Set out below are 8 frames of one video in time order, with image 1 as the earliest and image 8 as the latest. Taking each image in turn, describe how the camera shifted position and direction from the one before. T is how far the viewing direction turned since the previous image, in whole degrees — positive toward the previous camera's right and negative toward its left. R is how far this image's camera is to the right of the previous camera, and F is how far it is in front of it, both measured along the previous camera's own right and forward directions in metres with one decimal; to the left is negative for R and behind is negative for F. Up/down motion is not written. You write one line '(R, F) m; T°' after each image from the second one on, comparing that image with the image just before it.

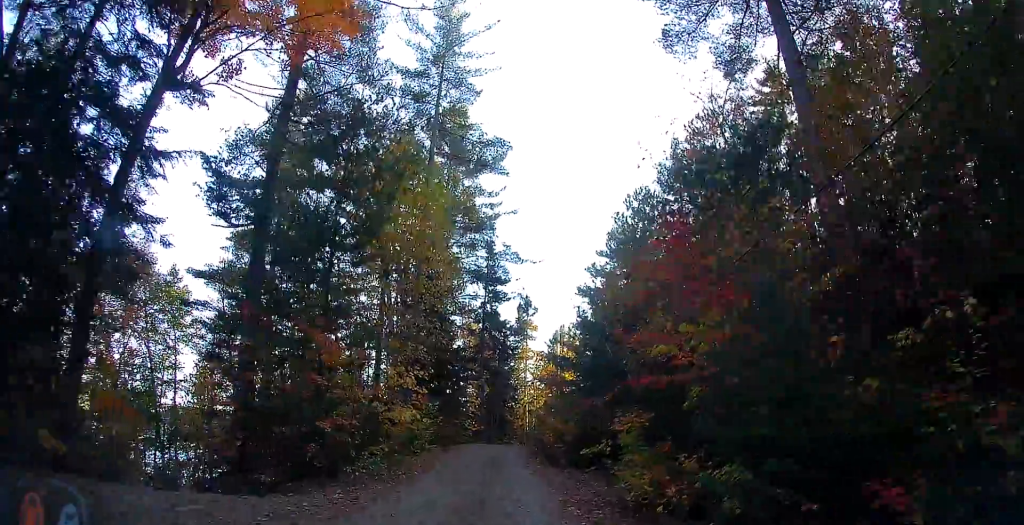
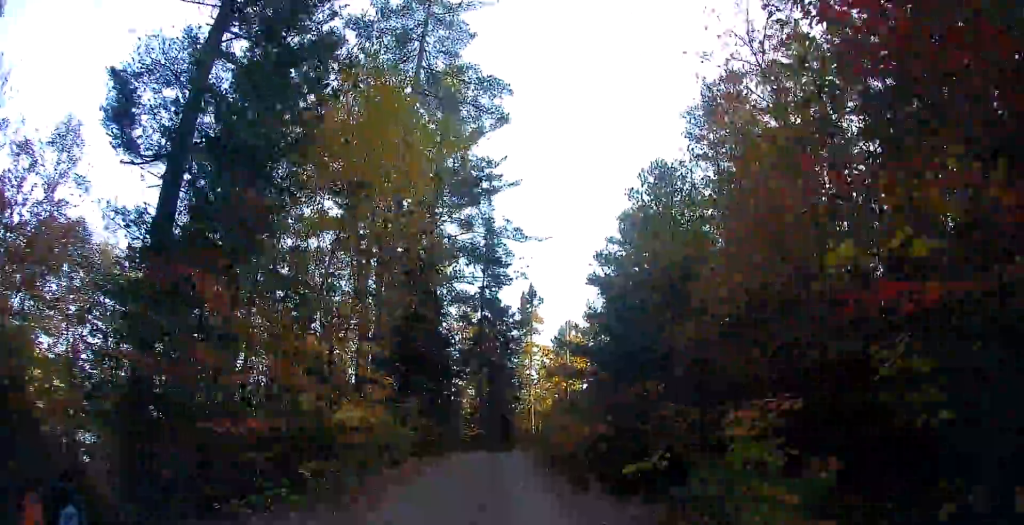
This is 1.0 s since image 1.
(-0.2, +6.8) m; -1°
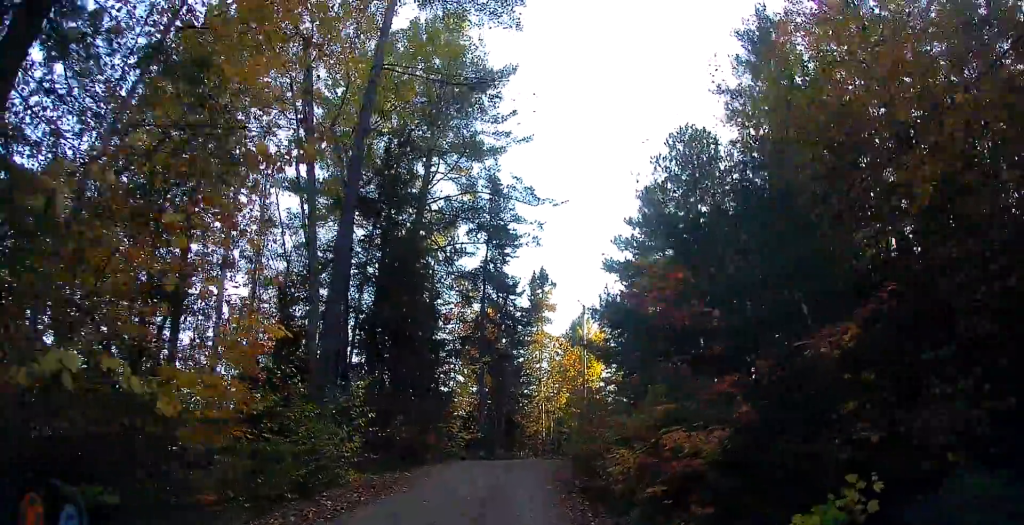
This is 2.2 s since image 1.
(0.0, +7.3) m; 0°
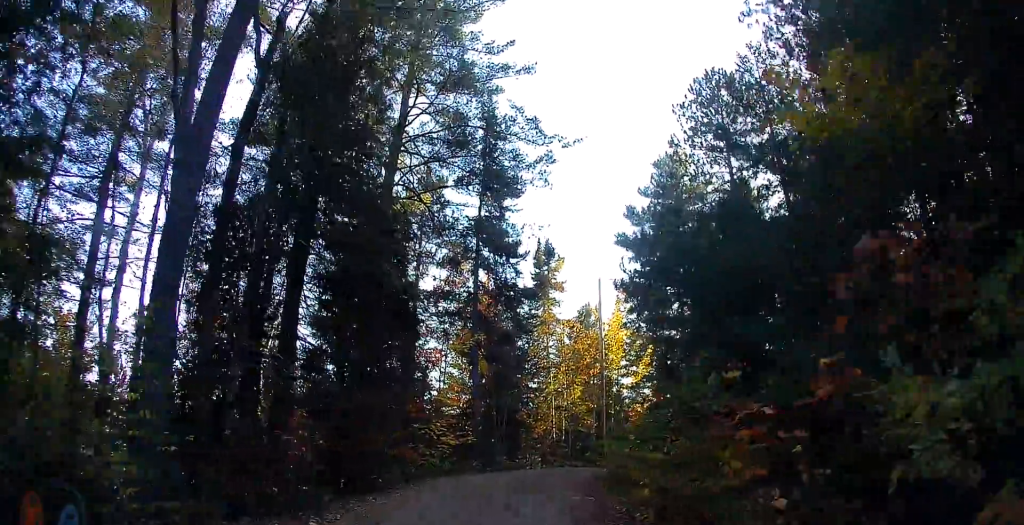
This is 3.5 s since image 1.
(-0.1, +7.3) m; +1°
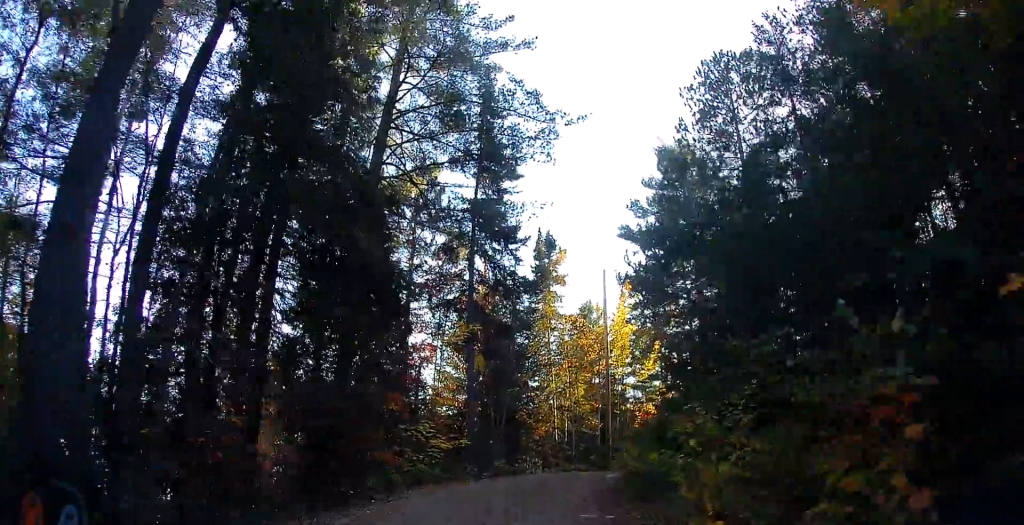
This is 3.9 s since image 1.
(+0.1, +2.0) m; -1°
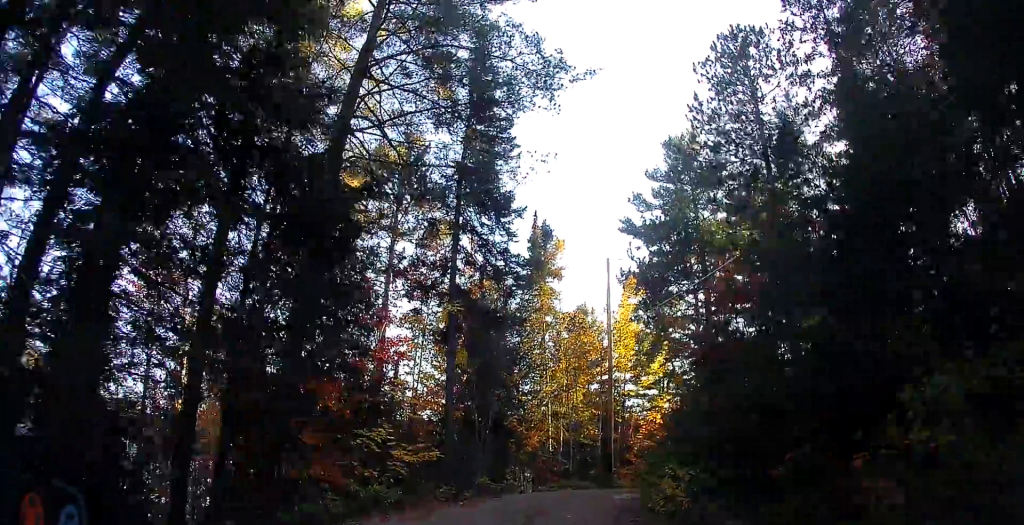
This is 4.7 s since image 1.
(+0.2, +3.8) m; -3°
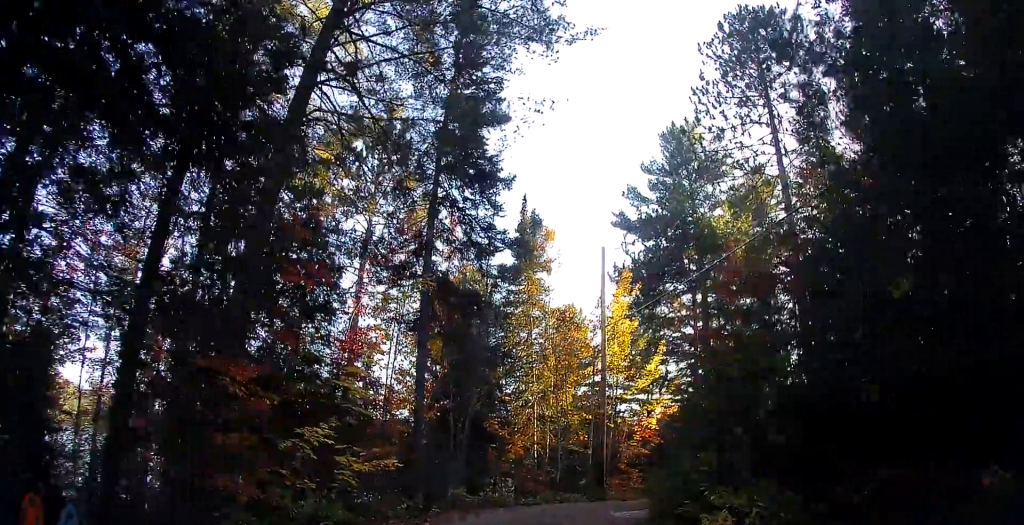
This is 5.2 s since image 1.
(-0.4, +2.4) m; 0°
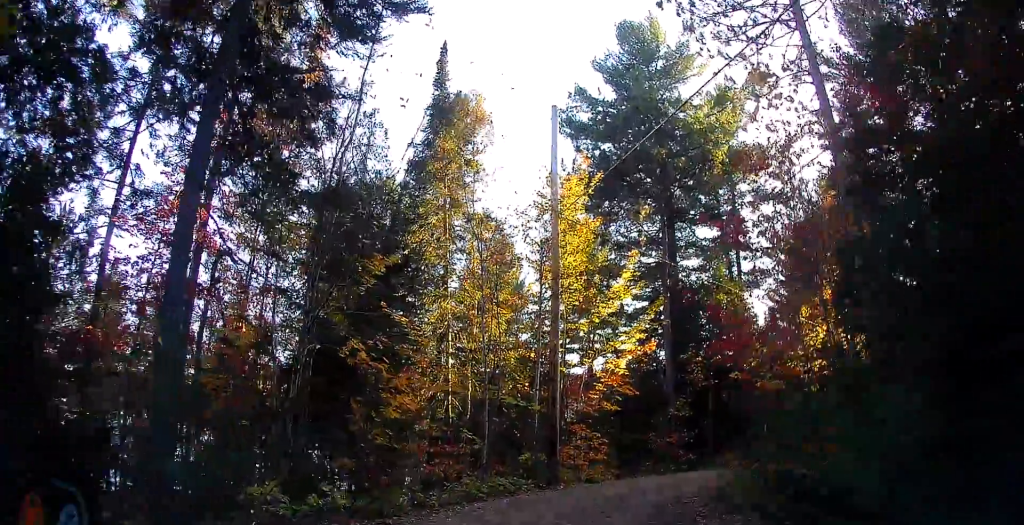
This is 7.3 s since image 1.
(+0.6, +8.6) m; +6°
